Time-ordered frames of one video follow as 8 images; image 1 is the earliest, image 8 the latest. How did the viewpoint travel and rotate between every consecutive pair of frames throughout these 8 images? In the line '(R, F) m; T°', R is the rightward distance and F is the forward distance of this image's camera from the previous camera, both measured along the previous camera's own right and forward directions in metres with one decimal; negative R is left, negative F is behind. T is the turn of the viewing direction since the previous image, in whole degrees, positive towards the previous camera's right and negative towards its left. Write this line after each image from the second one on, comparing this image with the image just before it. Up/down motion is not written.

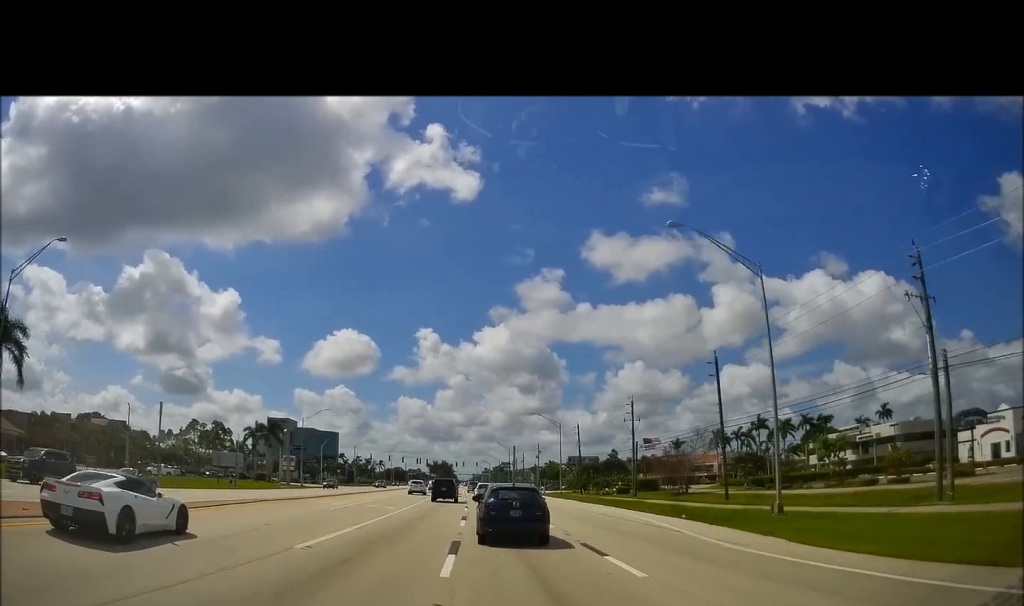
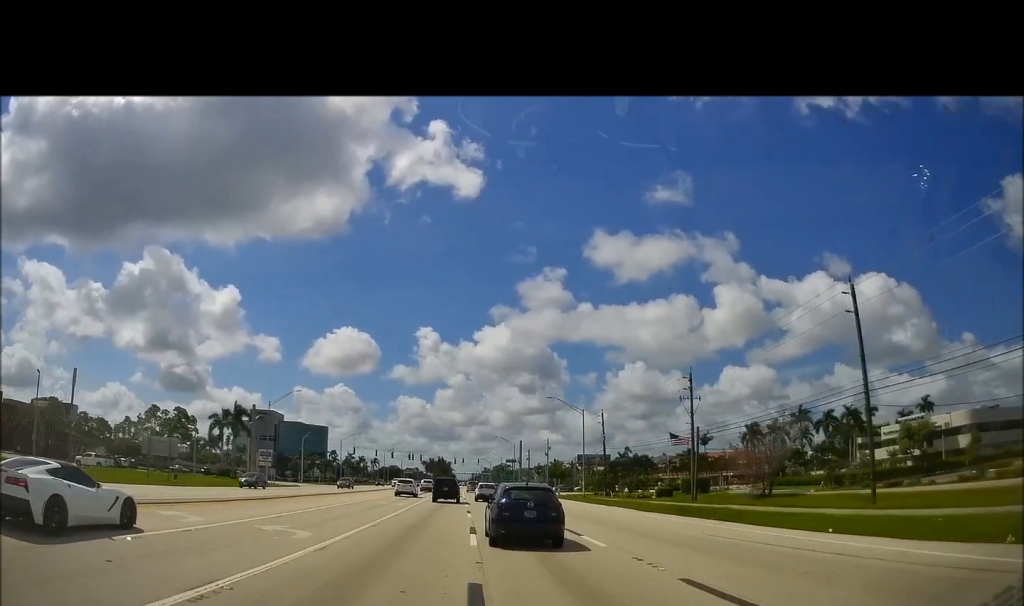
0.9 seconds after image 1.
(0.0, +18.9) m; -2°
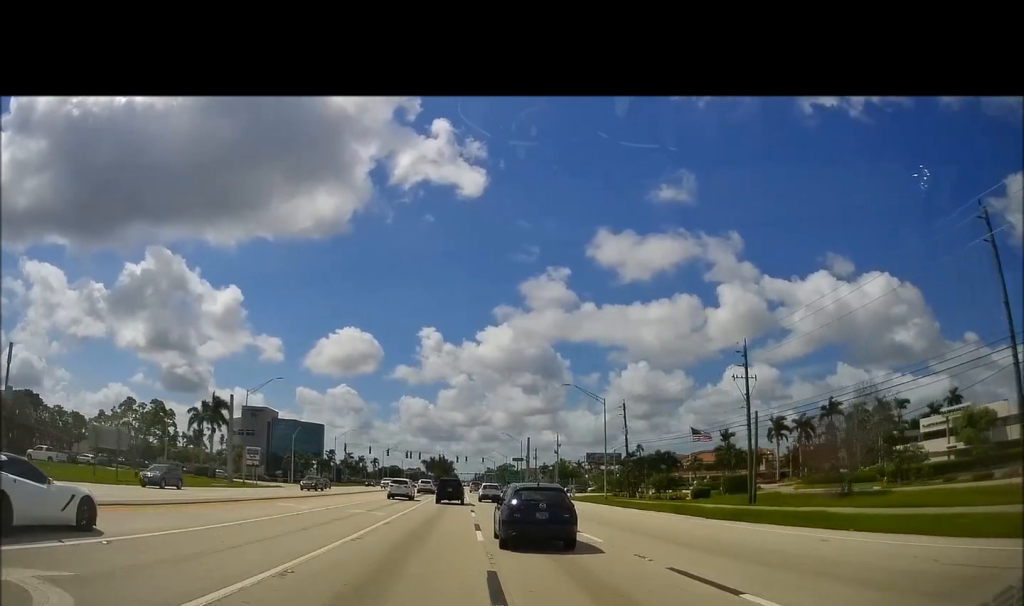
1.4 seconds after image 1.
(+0.3, +10.6) m; -2°
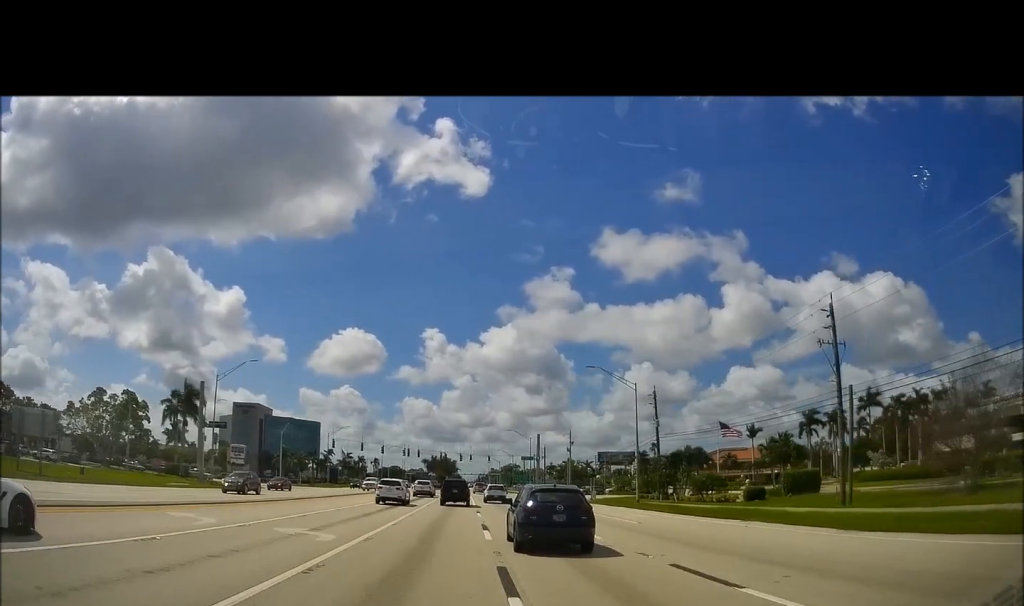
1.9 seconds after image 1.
(-0.8, +11.6) m; -1°
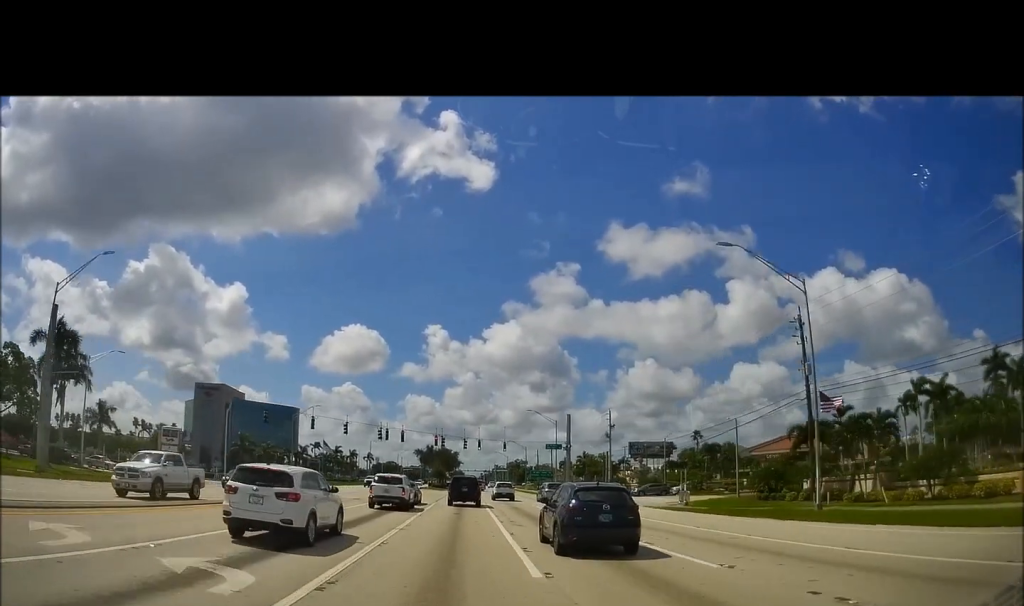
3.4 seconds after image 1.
(+0.2, +31.8) m; +2°
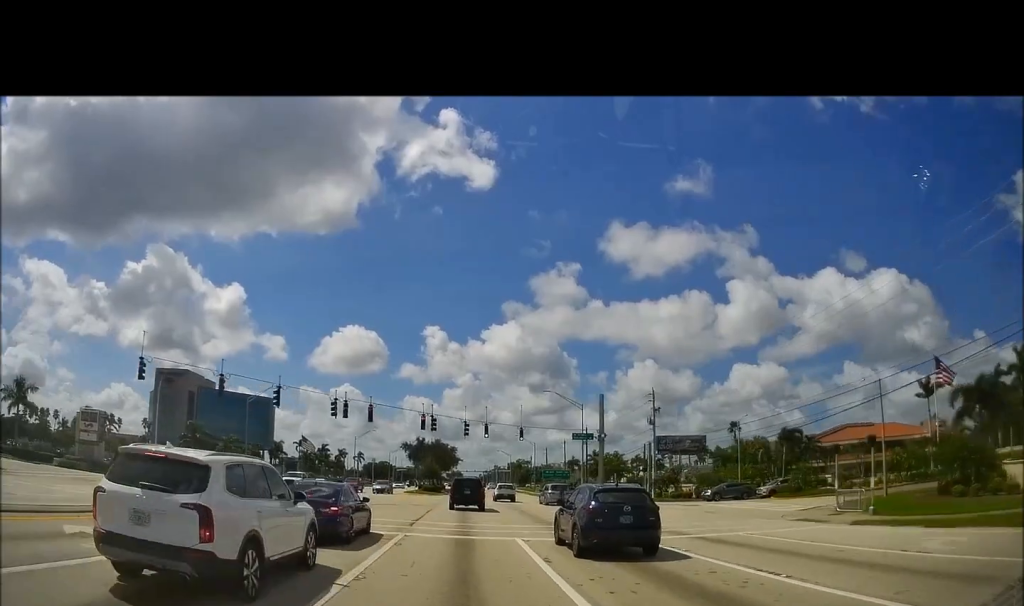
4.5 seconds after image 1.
(0.0, +23.0) m; 0°
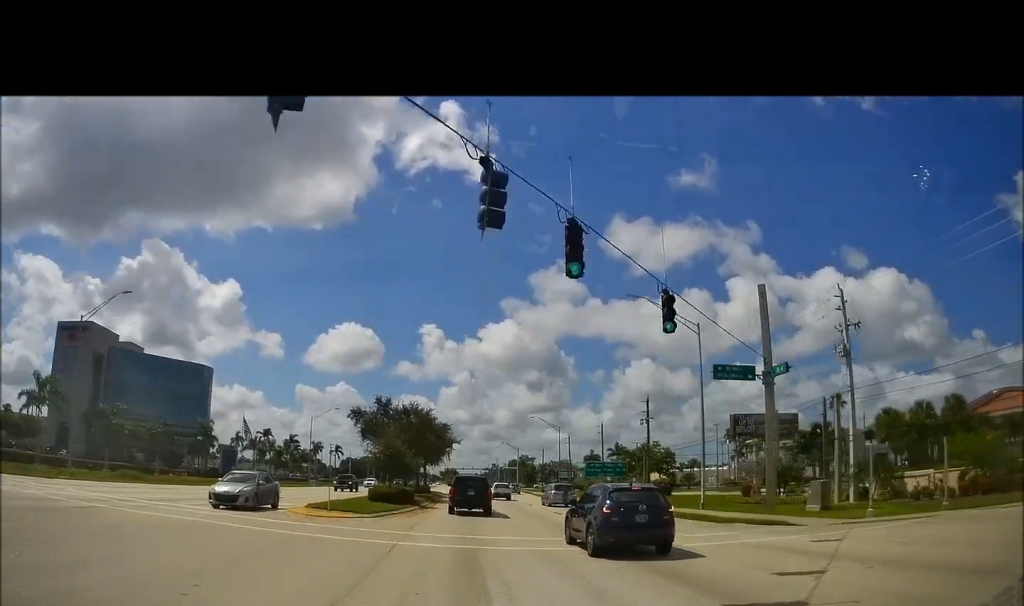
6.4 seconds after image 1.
(+0.8, +39.7) m; +1°
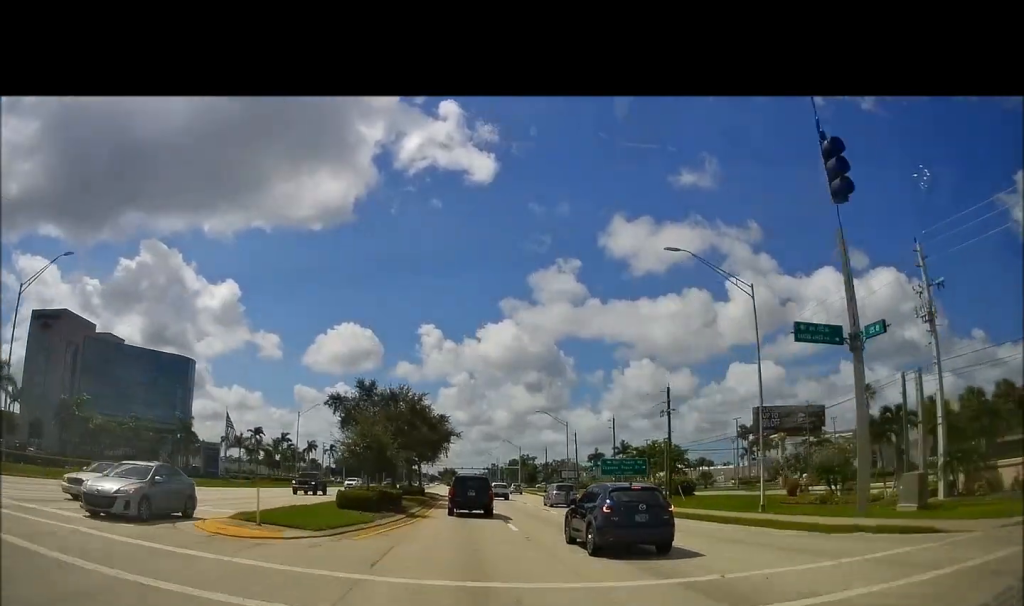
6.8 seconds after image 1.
(-0.2, +8.1) m; -1°
